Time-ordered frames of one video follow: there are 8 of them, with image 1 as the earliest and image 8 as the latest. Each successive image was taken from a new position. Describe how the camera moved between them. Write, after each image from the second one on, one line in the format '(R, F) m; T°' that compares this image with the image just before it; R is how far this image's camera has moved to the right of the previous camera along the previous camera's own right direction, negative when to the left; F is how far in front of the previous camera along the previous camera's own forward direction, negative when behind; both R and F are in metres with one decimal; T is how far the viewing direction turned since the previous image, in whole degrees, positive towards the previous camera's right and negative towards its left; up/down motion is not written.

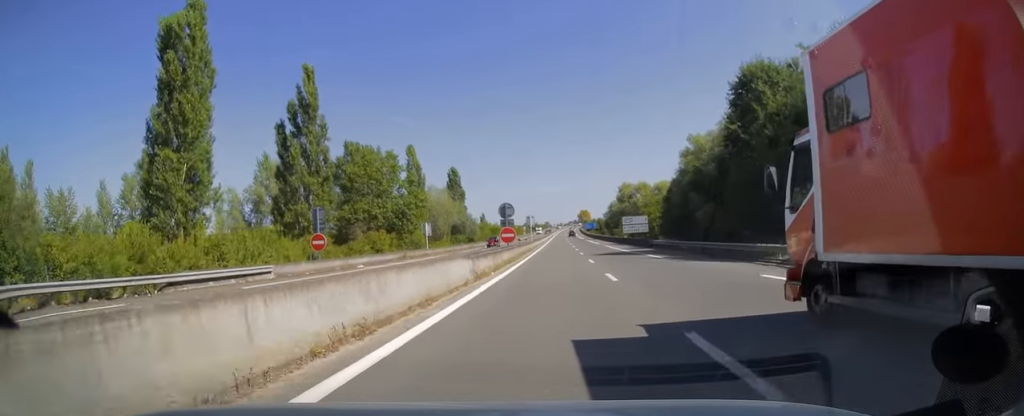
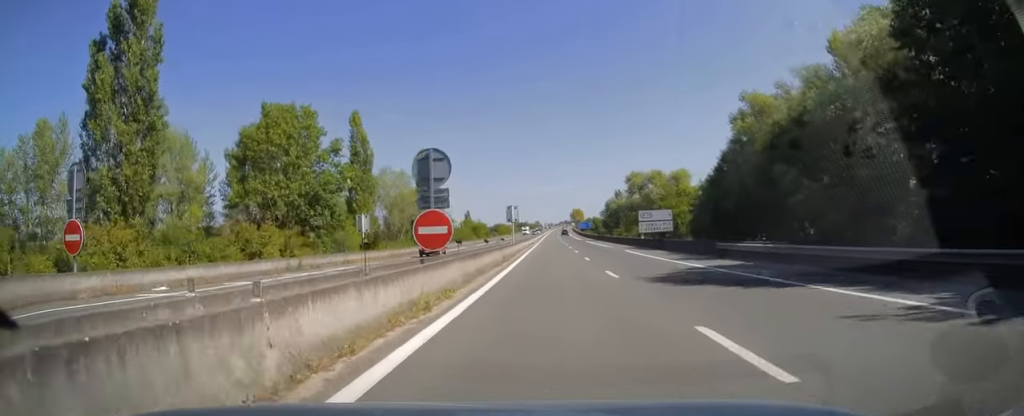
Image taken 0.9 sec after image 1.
(+0.3, +24.1) m; +1°
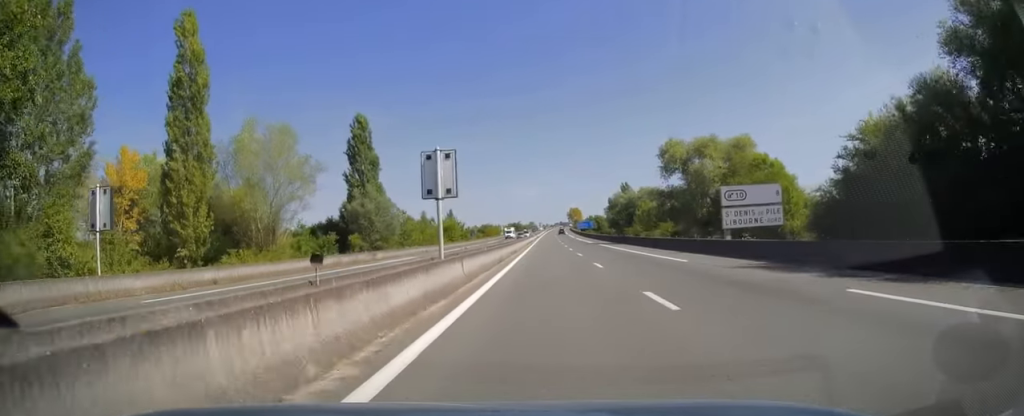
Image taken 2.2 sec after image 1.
(+0.4, +34.2) m; +1°
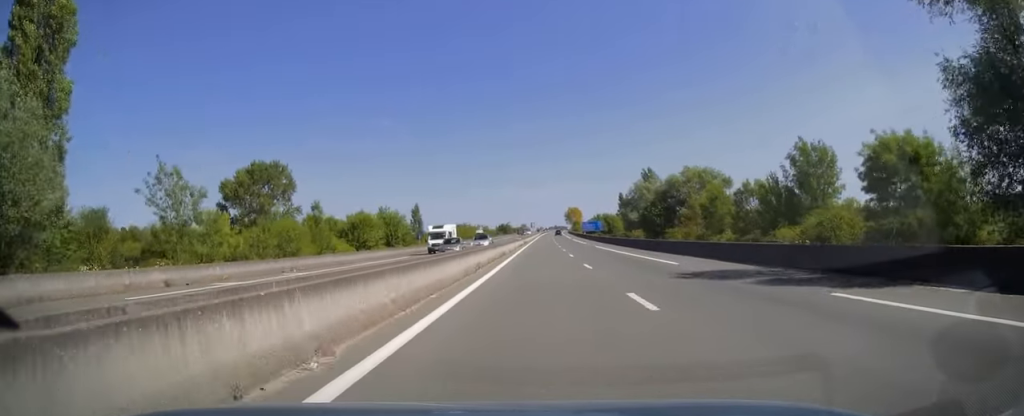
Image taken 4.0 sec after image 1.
(+0.3, +52.0) m; +1°
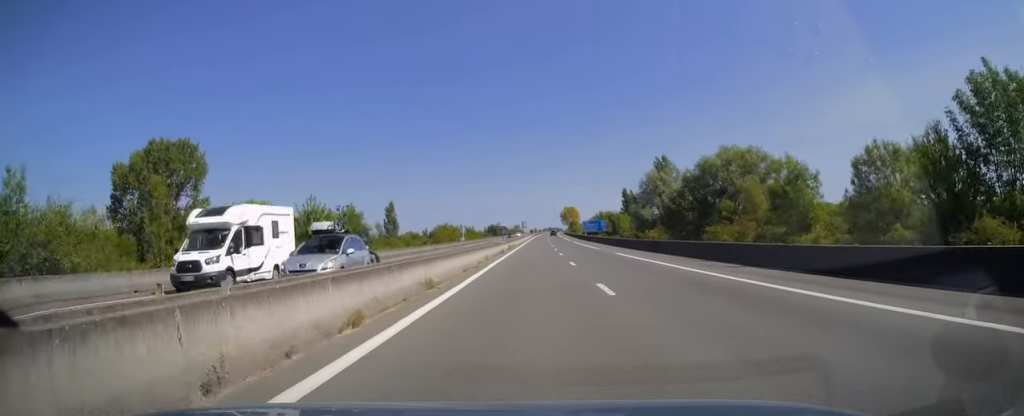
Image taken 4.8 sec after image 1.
(0.0, +23.5) m; 0°
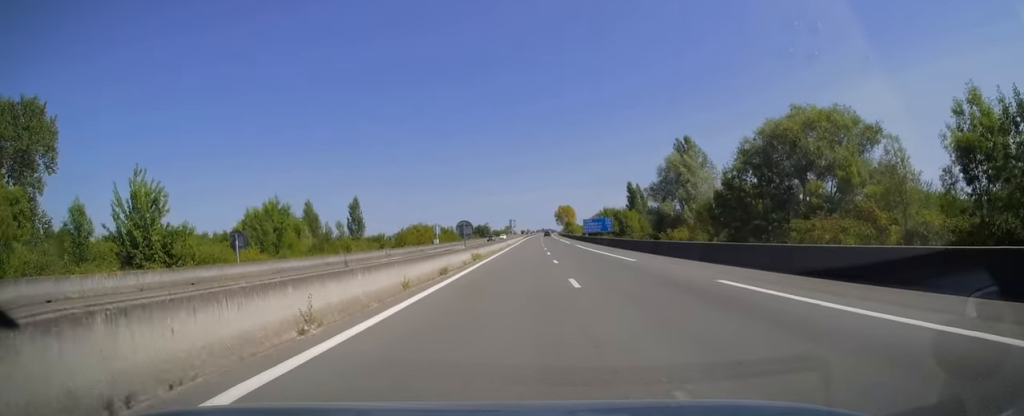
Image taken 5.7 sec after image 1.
(+0.1, +24.3) m; 0°
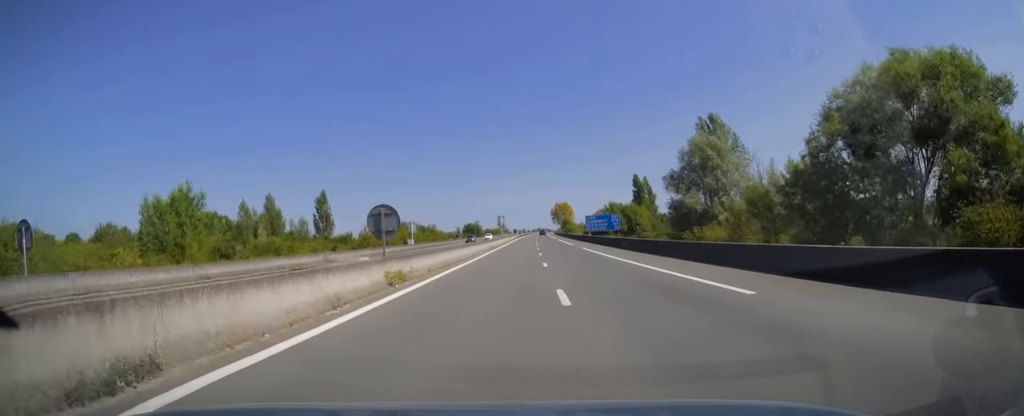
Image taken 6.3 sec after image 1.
(0.0, +17.3) m; 0°
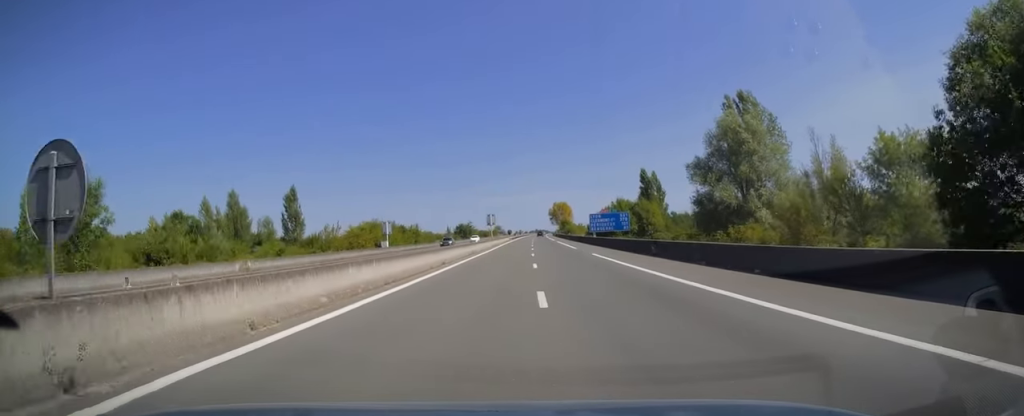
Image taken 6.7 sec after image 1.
(0.0, +13.4) m; 0°
